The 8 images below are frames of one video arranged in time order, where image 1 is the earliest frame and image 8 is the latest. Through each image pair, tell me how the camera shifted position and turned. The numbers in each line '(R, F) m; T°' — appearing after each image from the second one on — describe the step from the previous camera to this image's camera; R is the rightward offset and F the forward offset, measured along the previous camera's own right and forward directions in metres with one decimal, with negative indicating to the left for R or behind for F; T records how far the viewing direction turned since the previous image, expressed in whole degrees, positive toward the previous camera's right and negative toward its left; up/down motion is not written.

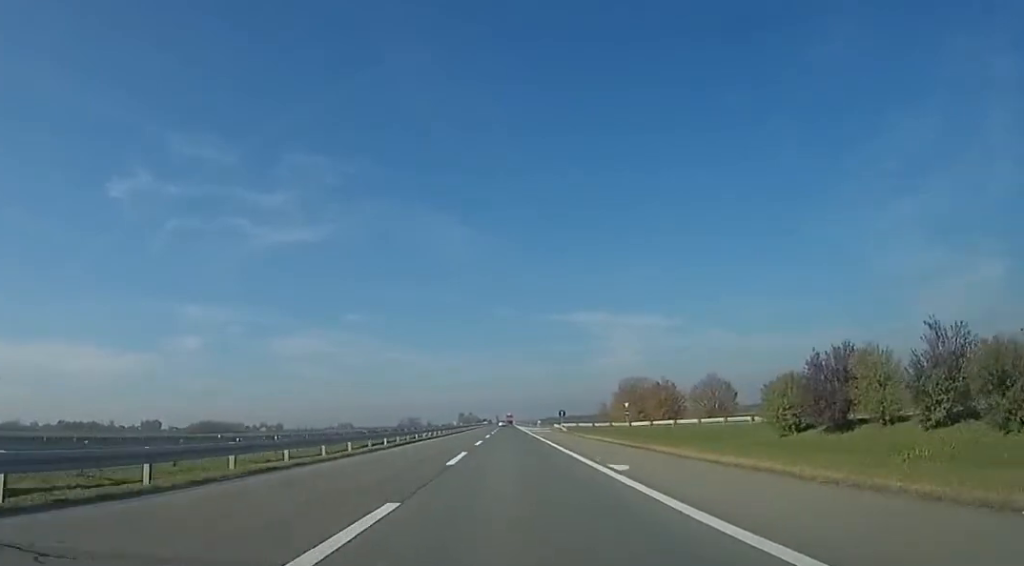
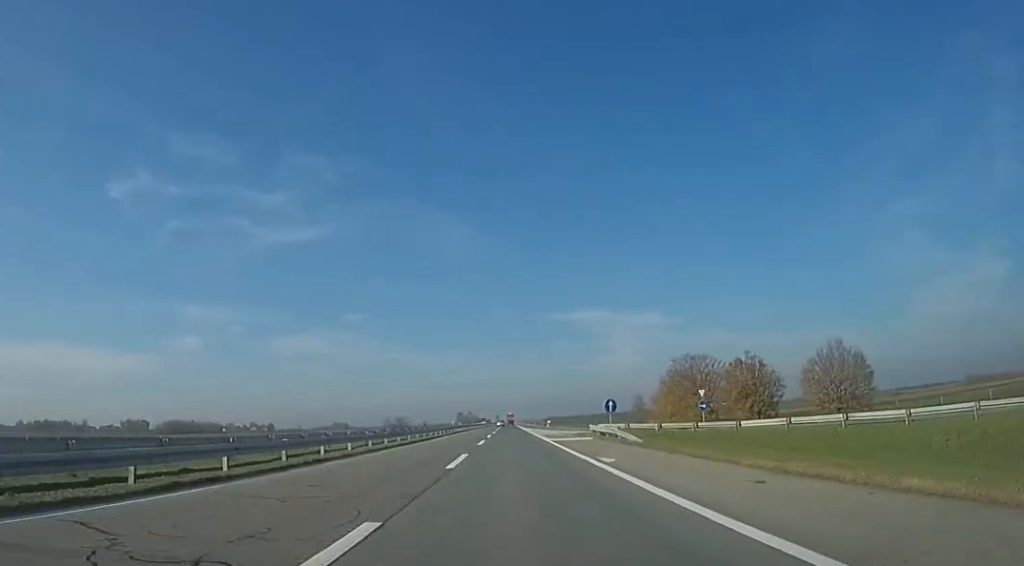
(0.0, +32.5) m; 0°
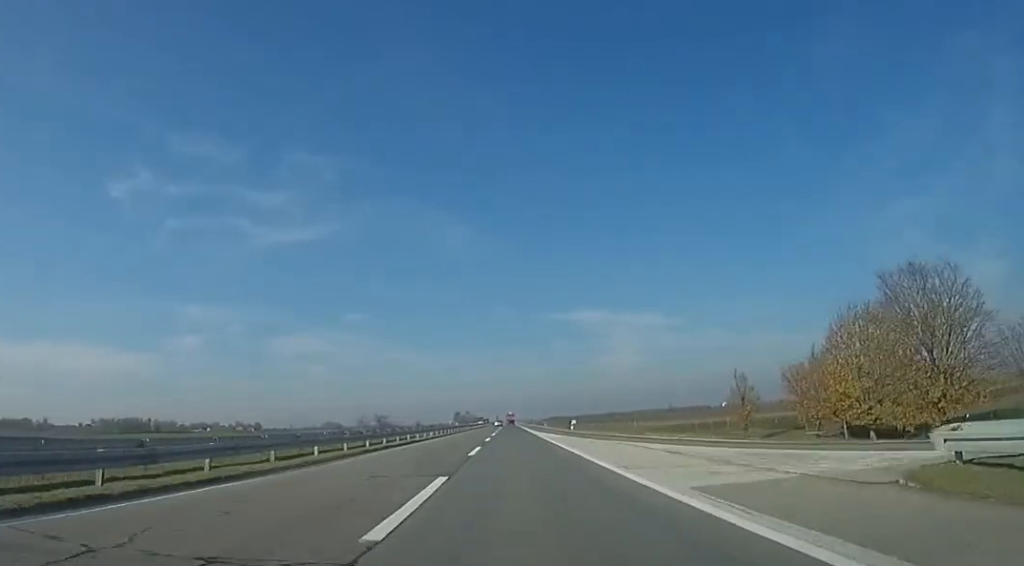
(-0.4, +41.2) m; 0°
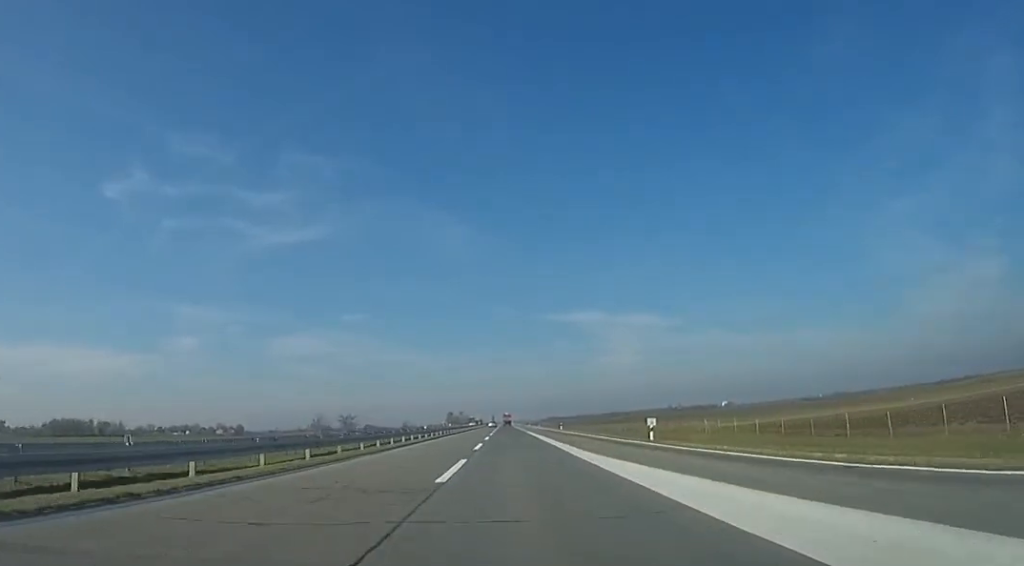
(+1.1, +40.7) m; 0°
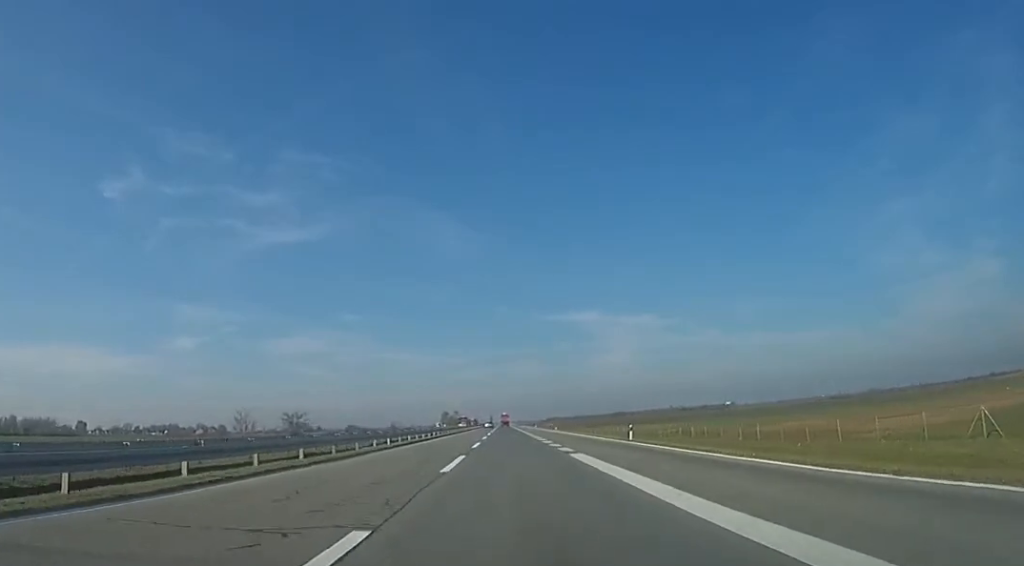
(-1.4, +43.9) m; -1°
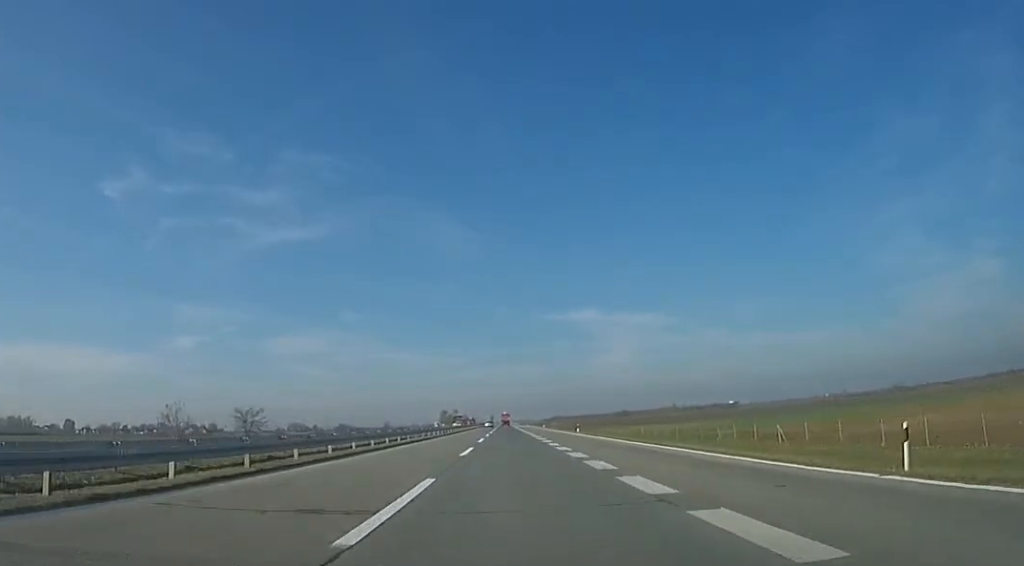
(+0.3, +24.4) m; +1°
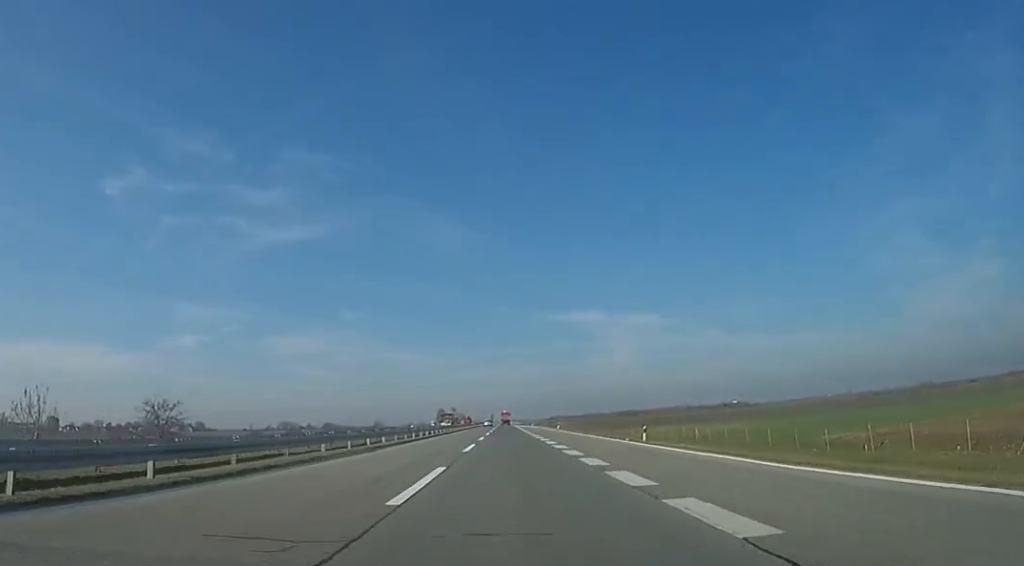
(-0.1, +28.8) m; +1°
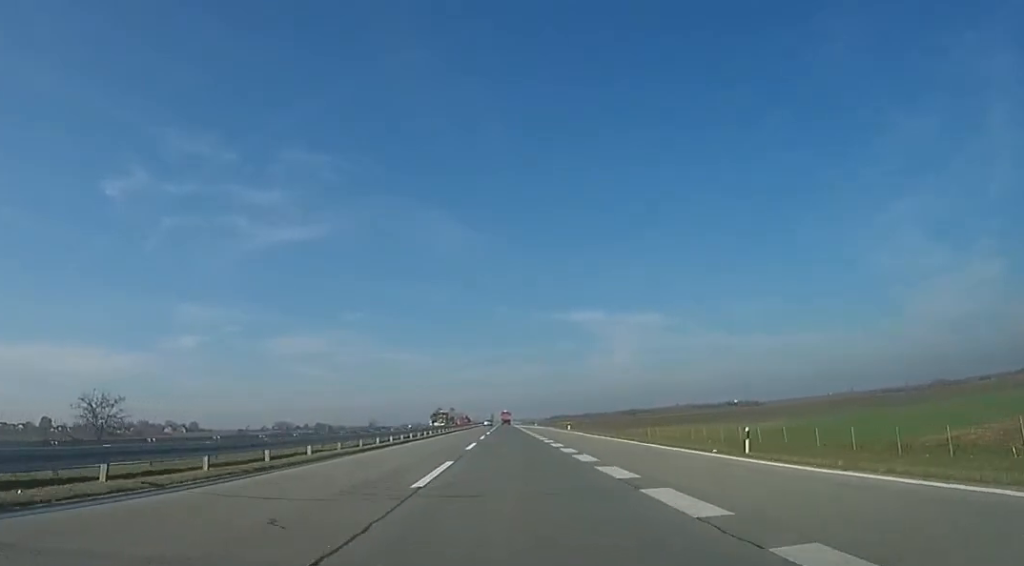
(+0.3, +13.6) m; -1°
